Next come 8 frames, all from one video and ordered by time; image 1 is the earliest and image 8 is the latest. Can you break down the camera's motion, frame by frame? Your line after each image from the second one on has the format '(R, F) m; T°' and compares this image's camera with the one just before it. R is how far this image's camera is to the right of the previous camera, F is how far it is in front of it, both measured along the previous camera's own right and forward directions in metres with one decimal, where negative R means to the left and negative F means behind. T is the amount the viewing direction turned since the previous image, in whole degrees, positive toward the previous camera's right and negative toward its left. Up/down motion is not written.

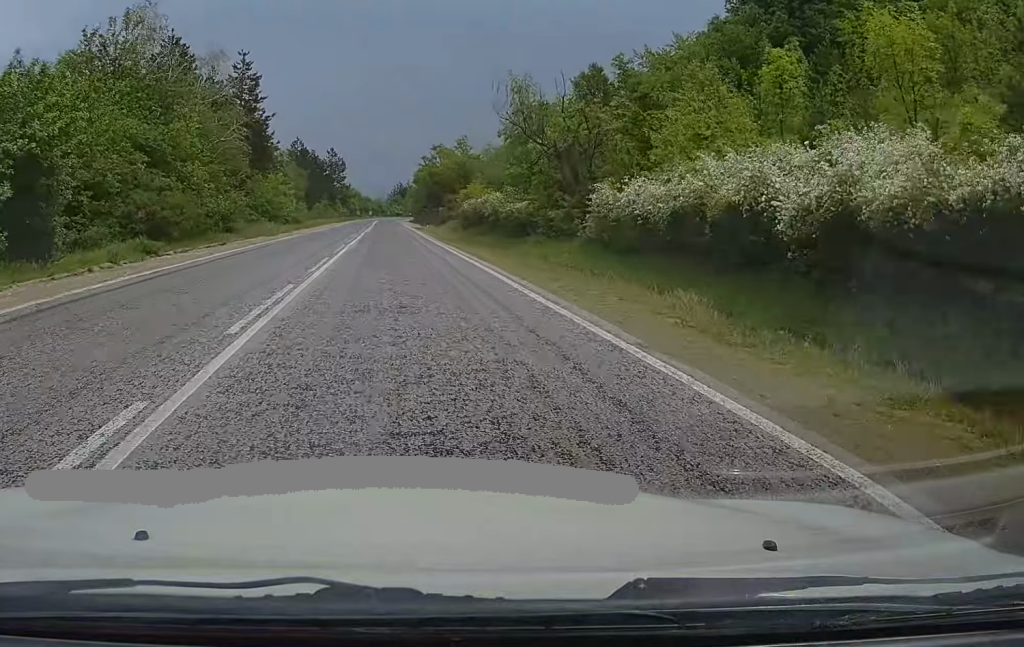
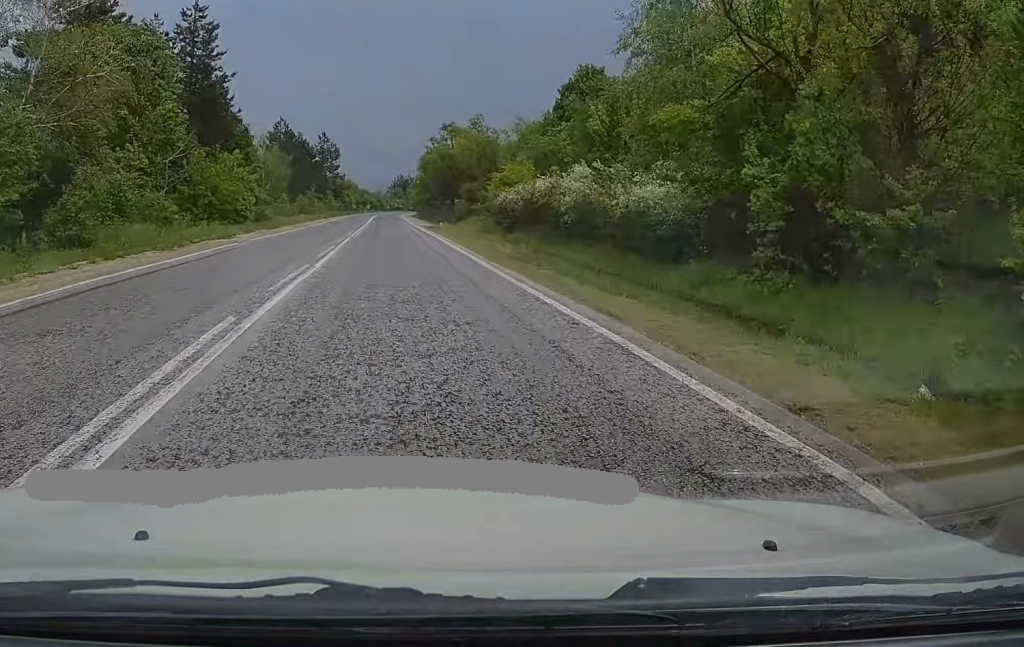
(+0.1, +22.1) m; +1°
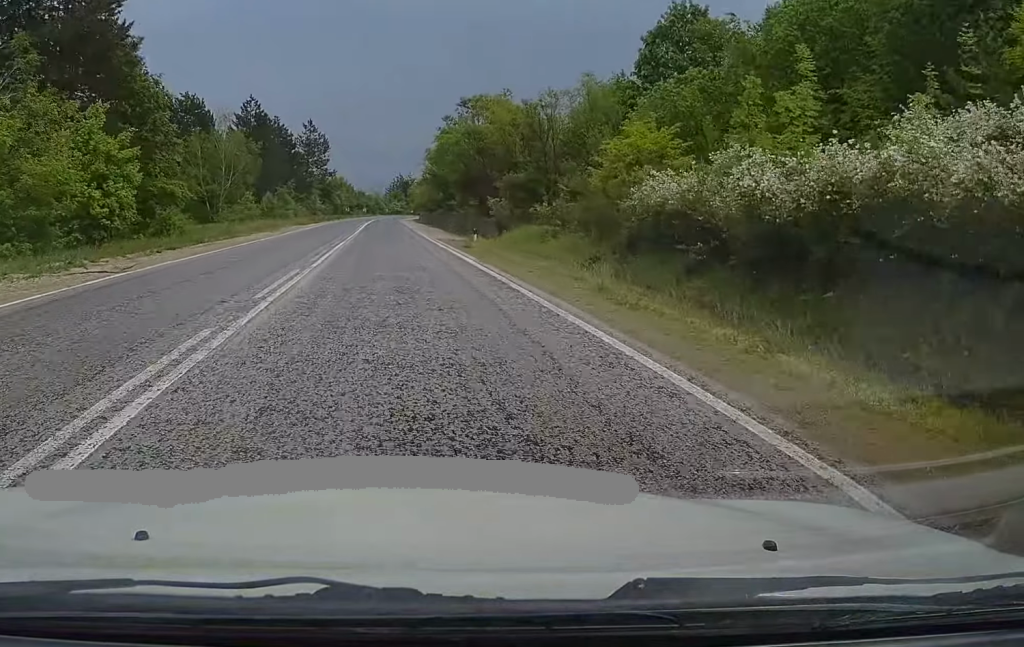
(+0.4, +26.2) m; +1°
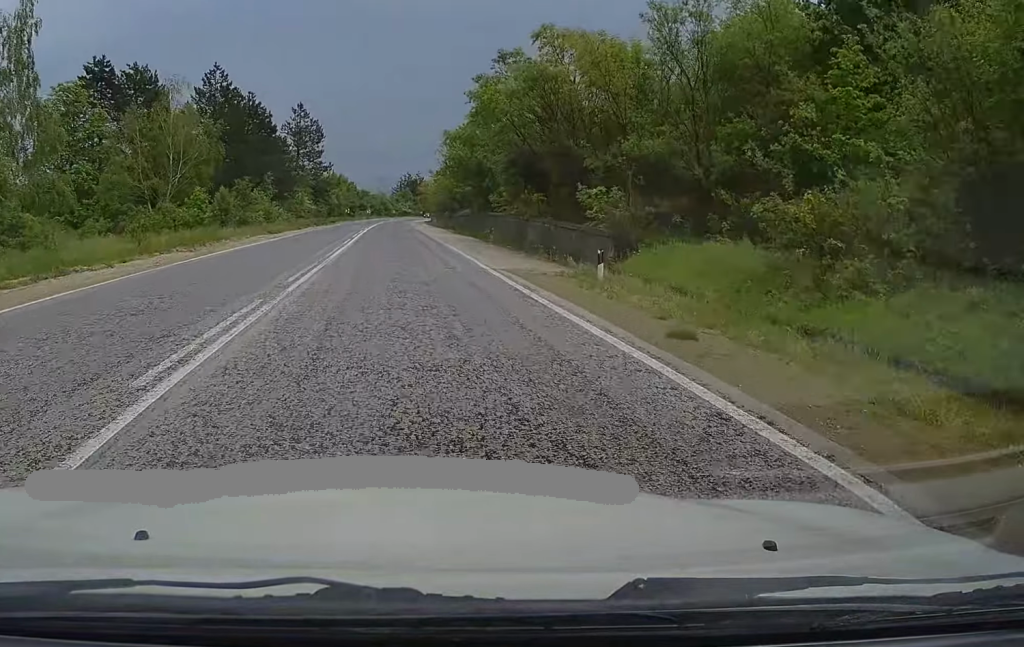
(+0.1, +22.7) m; -1°
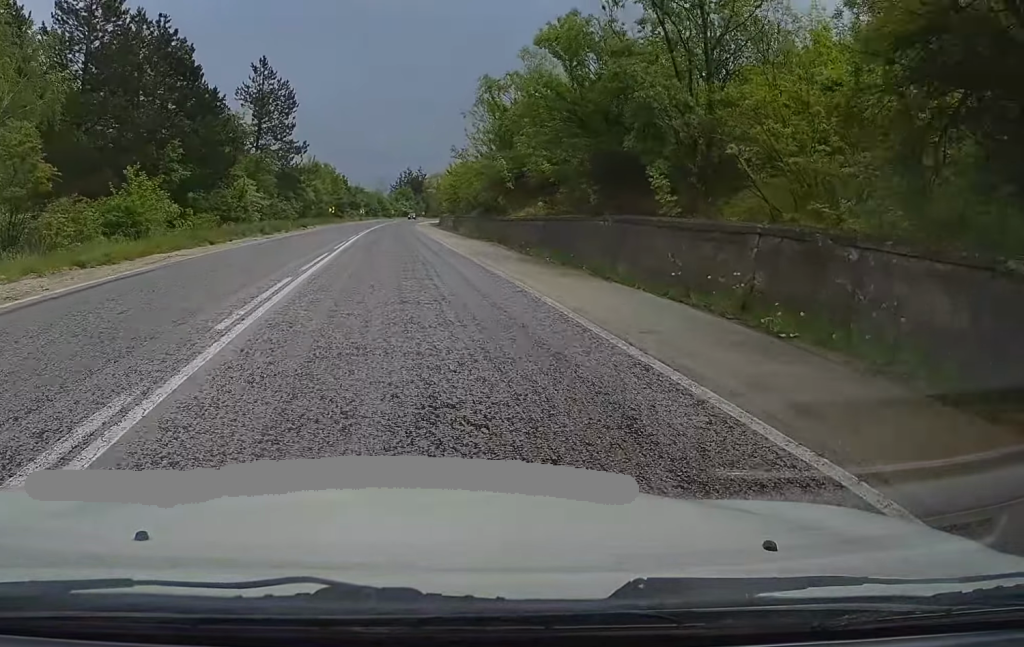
(-0.5, +31.9) m; -1°
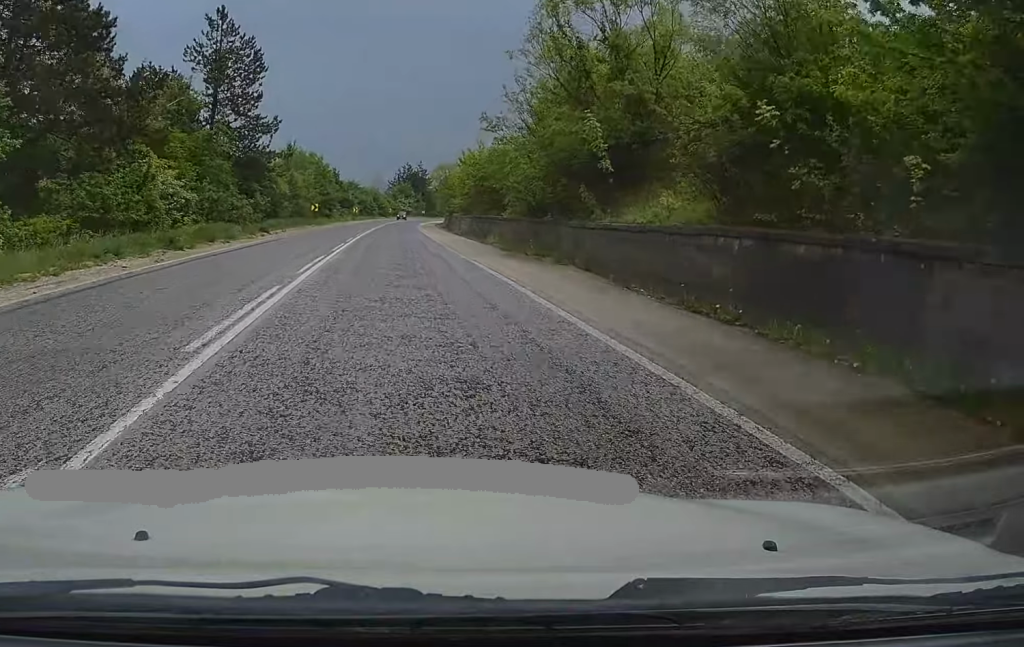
(-0.1, +19.2) m; +1°
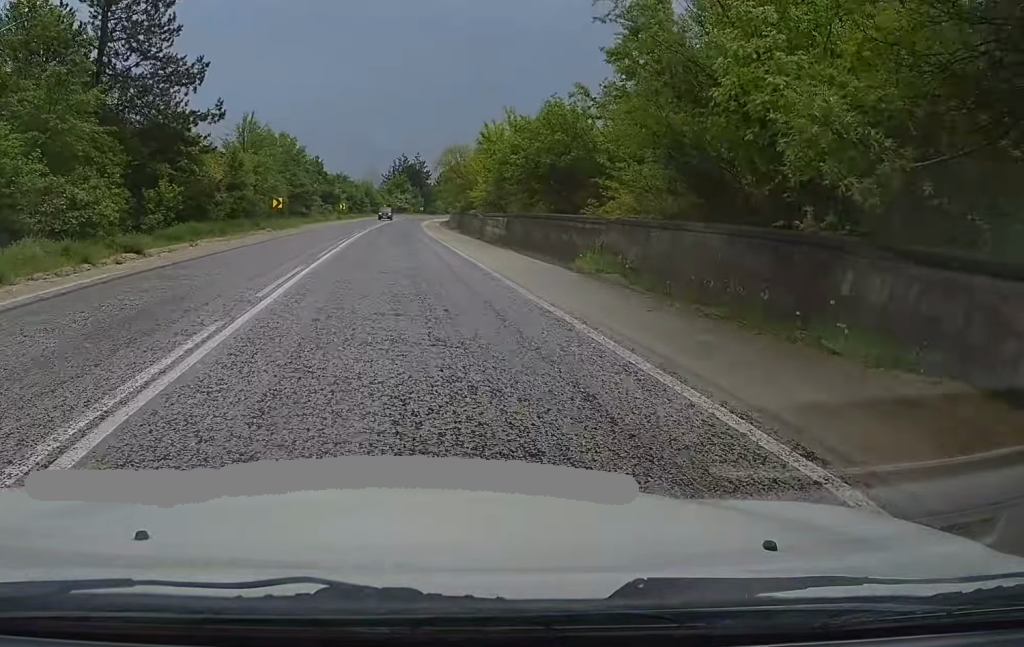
(+0.4, +22.3) m; +1°
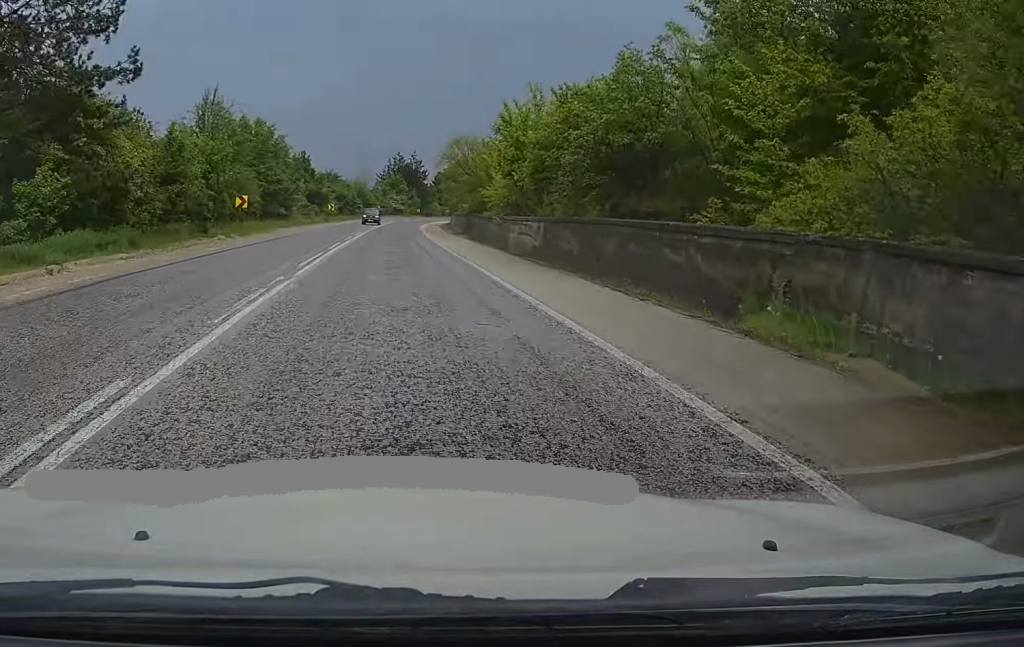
(+0.1, +11.5) m; 0°
